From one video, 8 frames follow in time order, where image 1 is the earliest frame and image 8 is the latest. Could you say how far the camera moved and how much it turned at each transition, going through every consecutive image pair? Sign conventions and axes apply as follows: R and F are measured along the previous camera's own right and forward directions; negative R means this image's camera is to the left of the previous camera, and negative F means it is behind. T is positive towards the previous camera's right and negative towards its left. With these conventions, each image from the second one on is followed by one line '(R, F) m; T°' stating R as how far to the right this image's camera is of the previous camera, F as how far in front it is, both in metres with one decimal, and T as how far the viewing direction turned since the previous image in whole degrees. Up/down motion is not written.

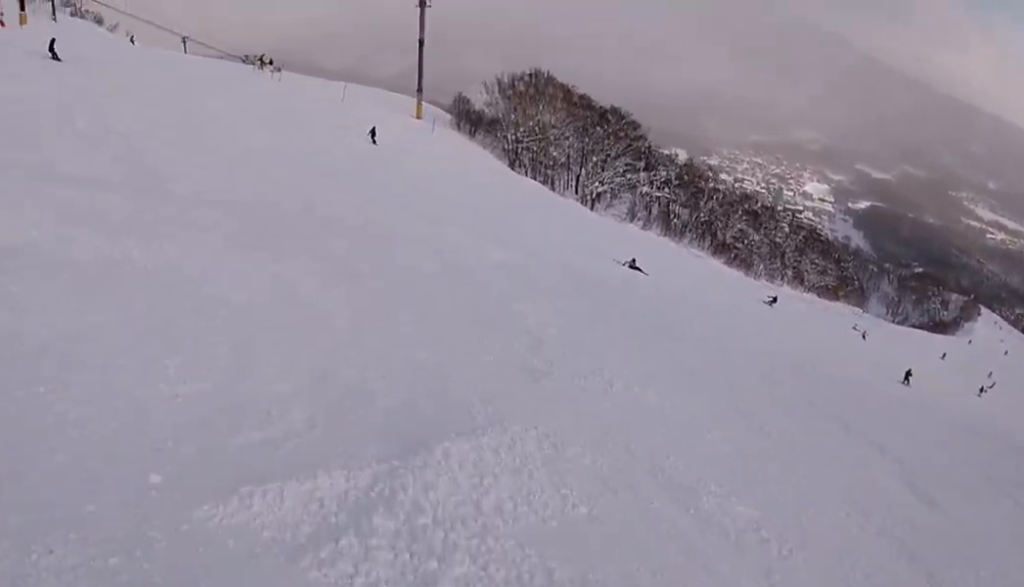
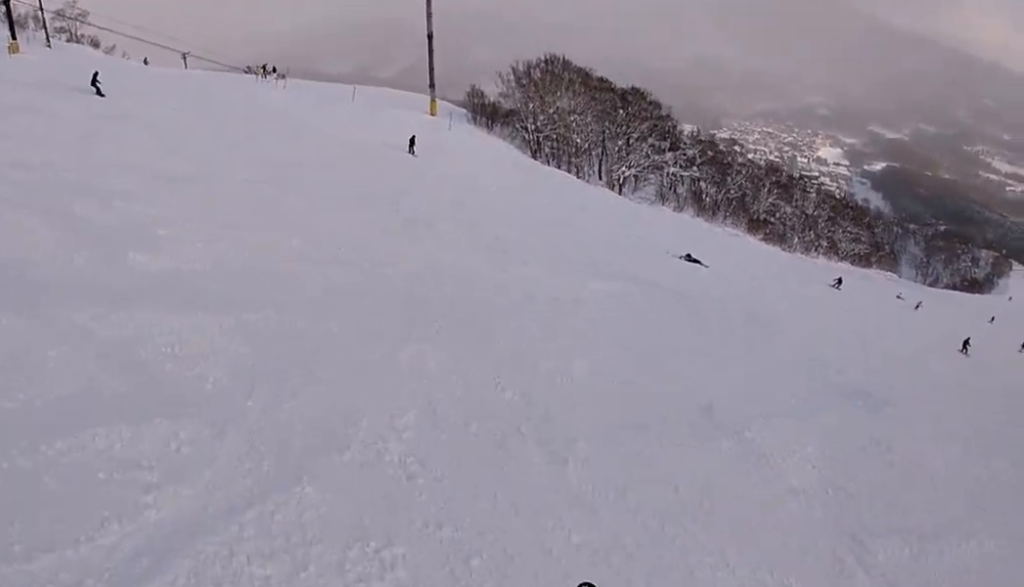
(+0.1, +4.0) m; +8°
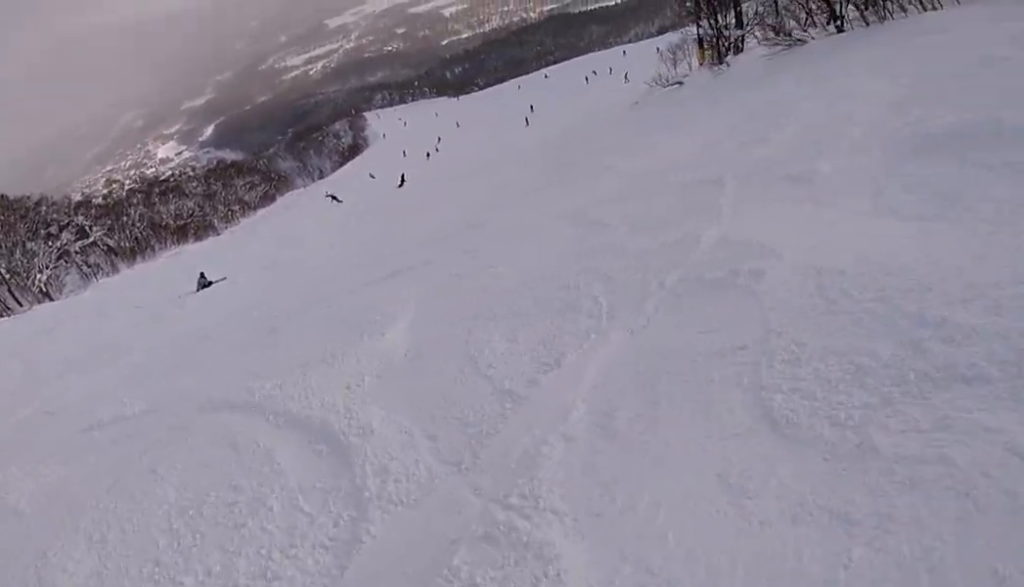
(+2.1, +7.7) m; +43°
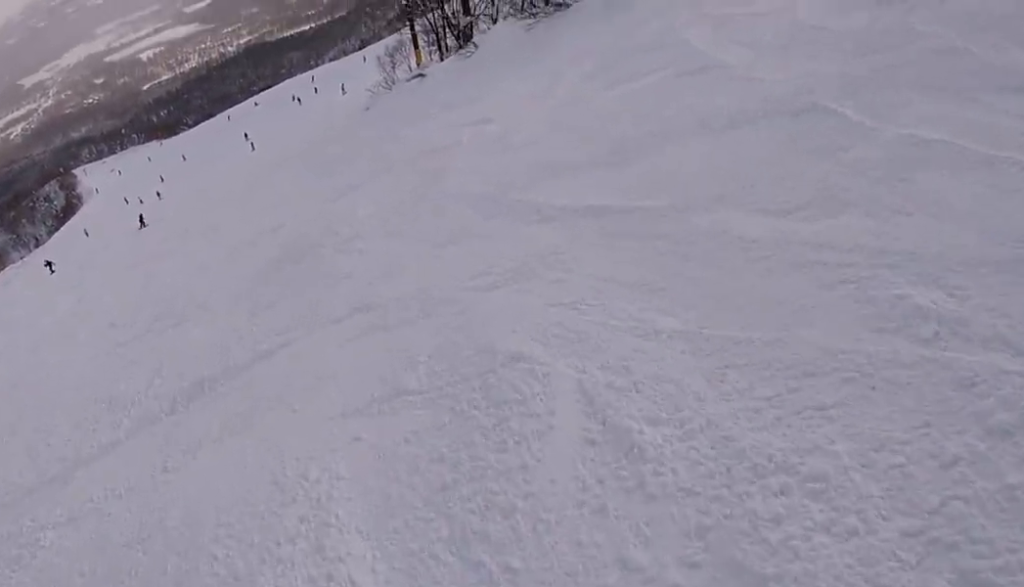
(+1.2, +4.0) m; +37°
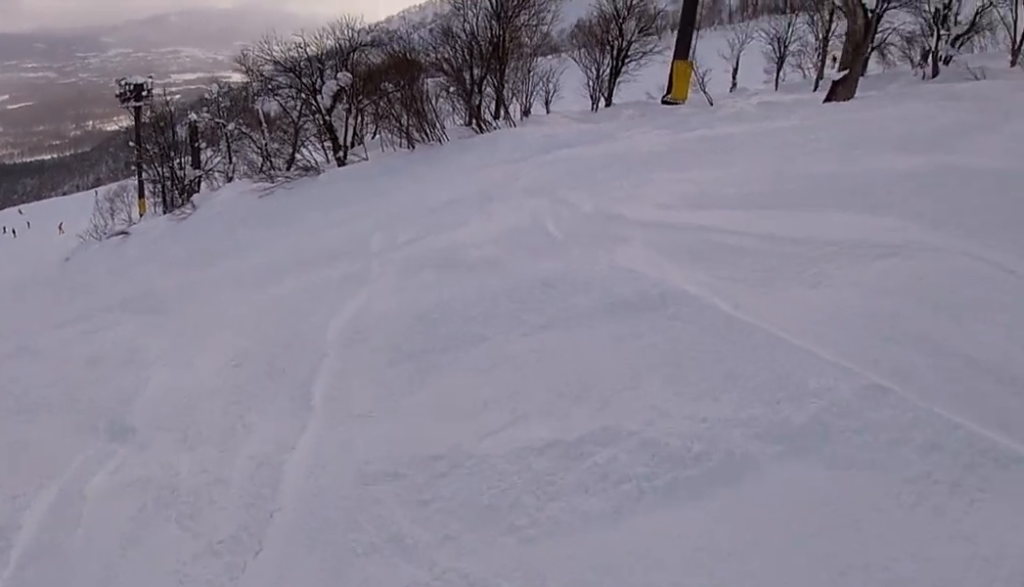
(+2.6, +7.7) m; +20°
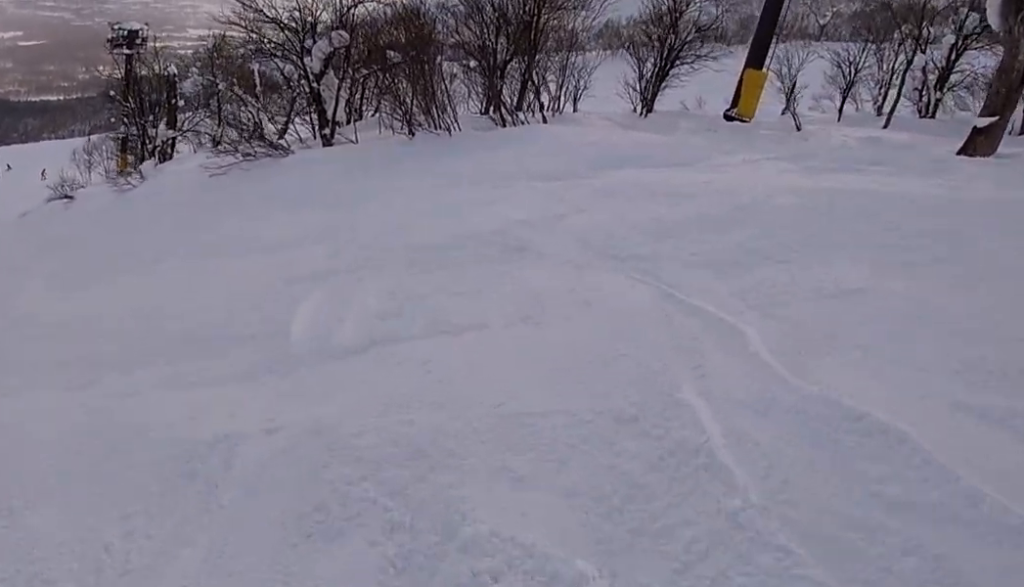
(+0.1, +4.3) m; -12°
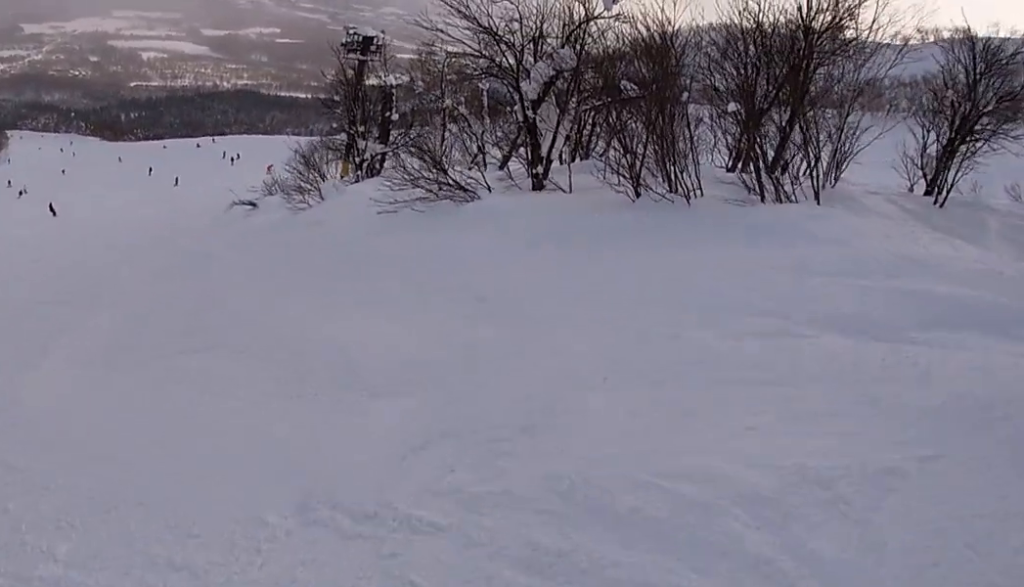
(0.0, +3.1) m; -26°
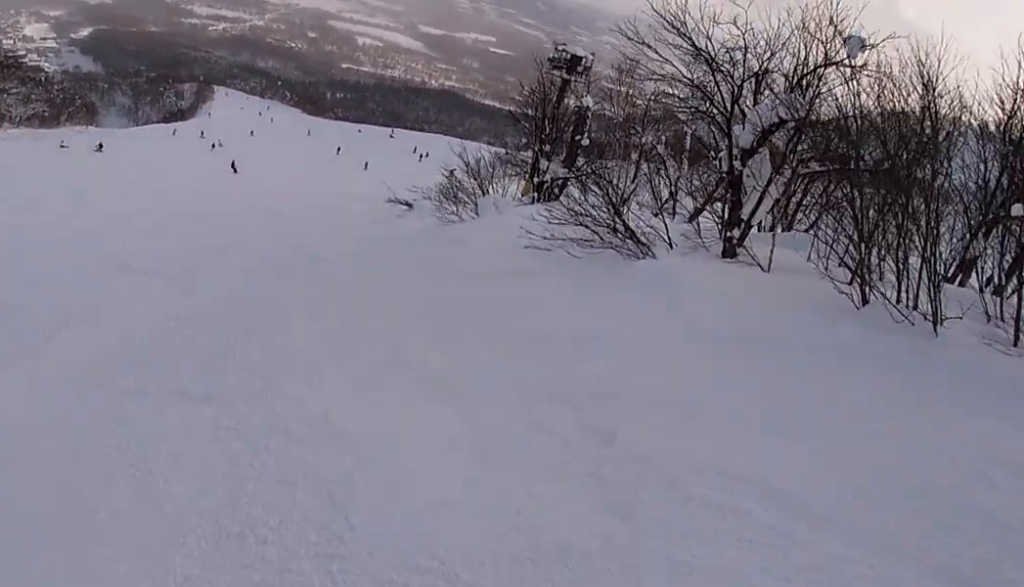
(-1.1, +2.2) m; -24°
